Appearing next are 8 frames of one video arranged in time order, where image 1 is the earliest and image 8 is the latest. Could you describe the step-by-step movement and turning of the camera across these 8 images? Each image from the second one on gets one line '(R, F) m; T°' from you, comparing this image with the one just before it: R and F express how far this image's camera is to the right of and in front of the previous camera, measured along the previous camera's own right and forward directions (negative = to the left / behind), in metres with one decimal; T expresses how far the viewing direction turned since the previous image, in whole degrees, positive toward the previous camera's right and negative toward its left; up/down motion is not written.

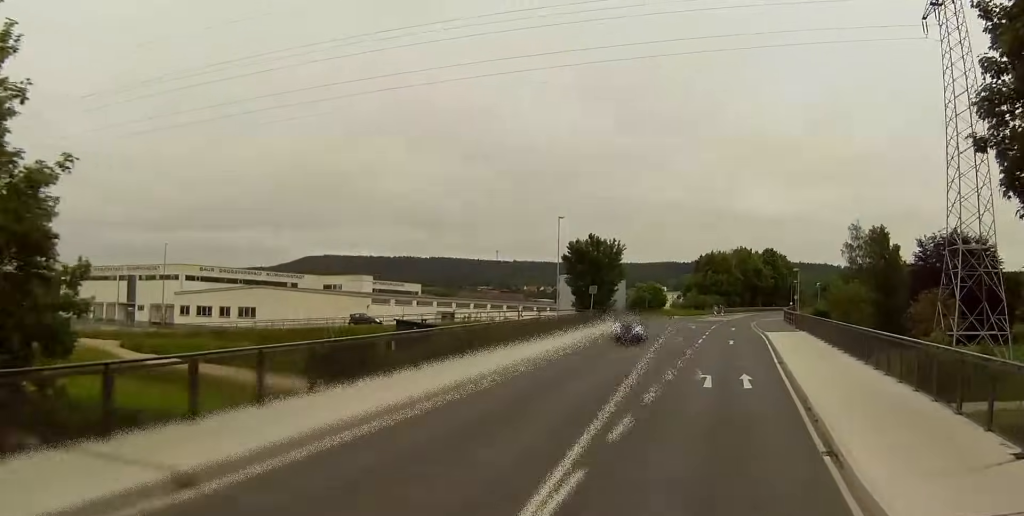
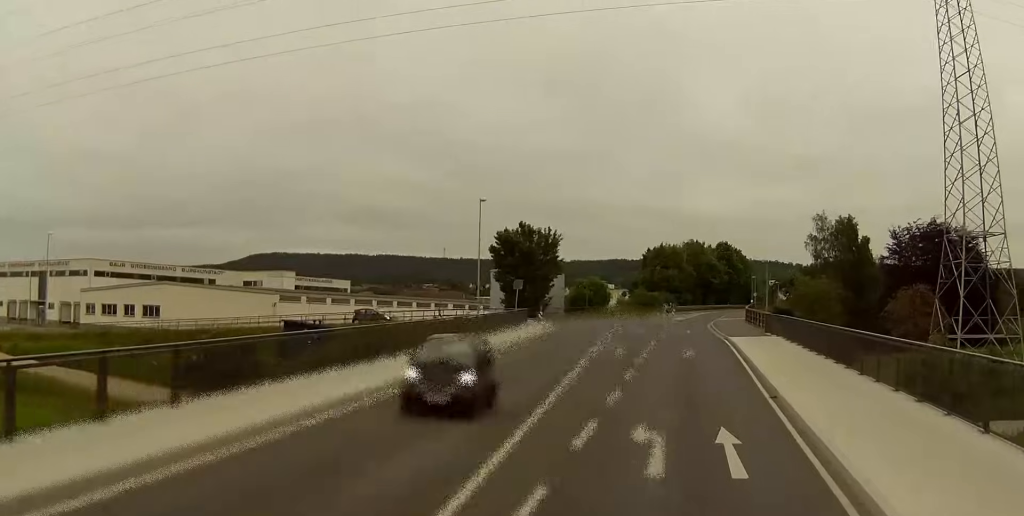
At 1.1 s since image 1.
(+0.3, +12.9) m; +2°
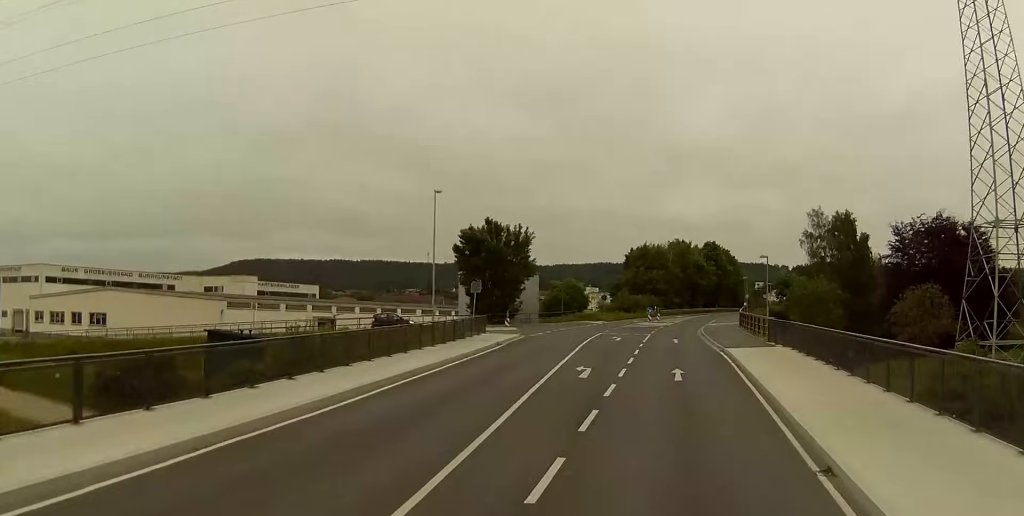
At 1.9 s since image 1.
(+0.2, +10.0) m; +1°
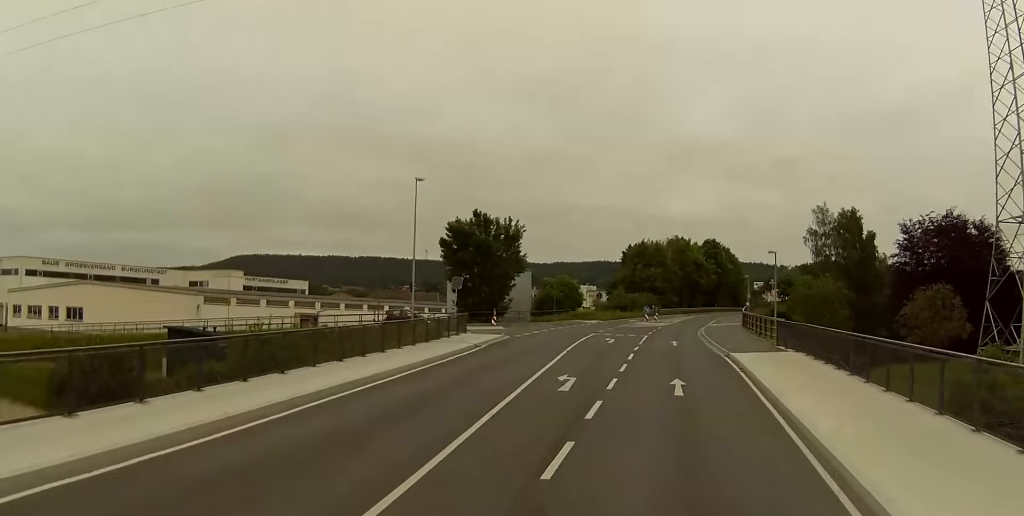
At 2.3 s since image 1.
(0.0, +4.3) m; 0°
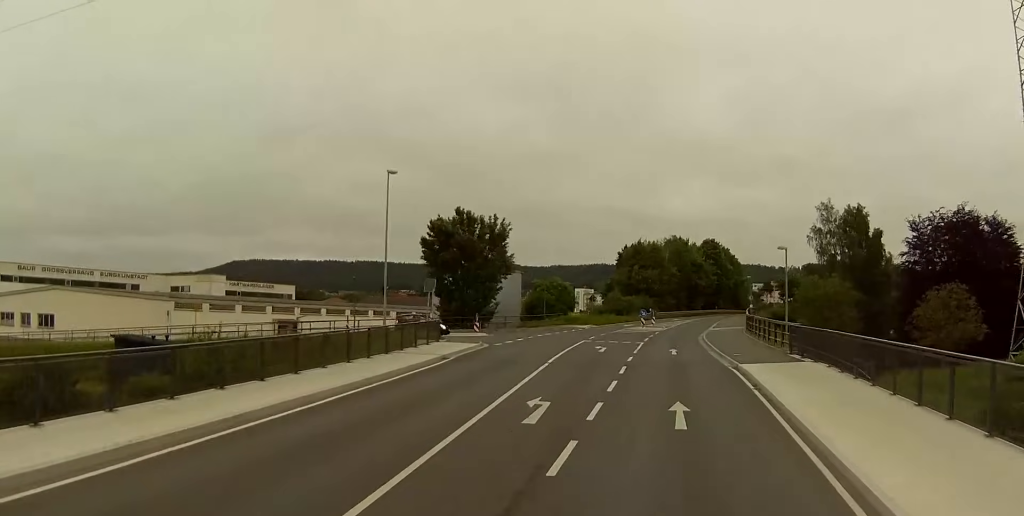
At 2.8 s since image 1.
(0.0, +5.0) m; 0°
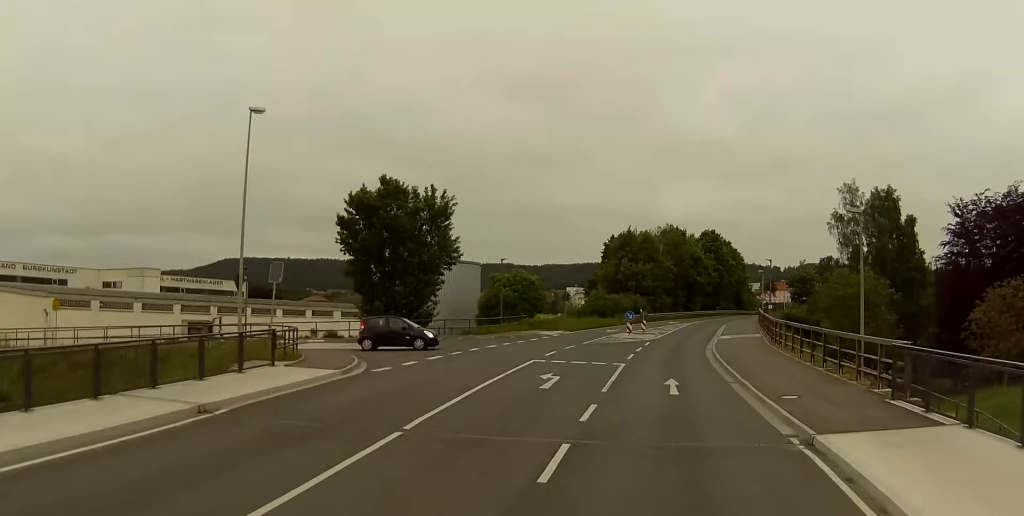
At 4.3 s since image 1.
(+0.3, +16.1) m; +2°
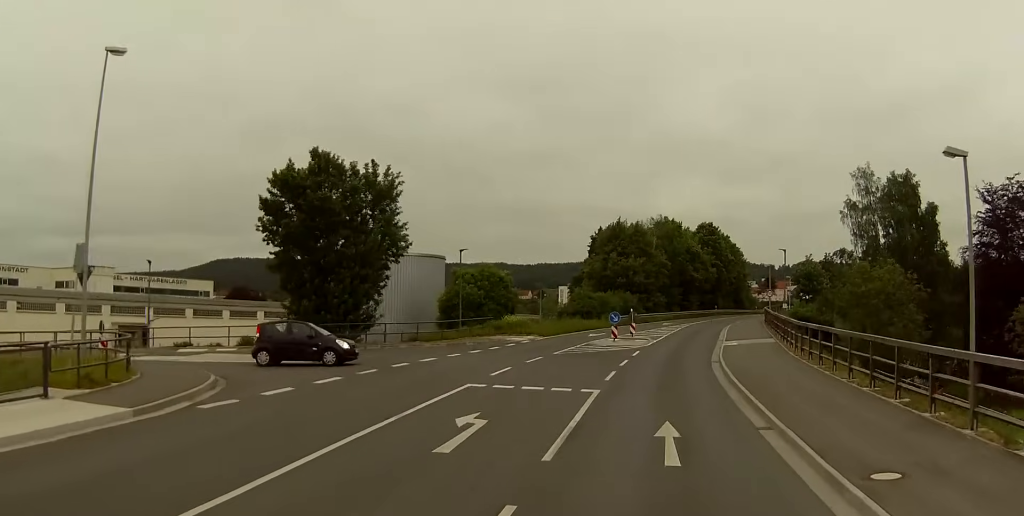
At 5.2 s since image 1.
(+0.1, +9.9) m; 0°
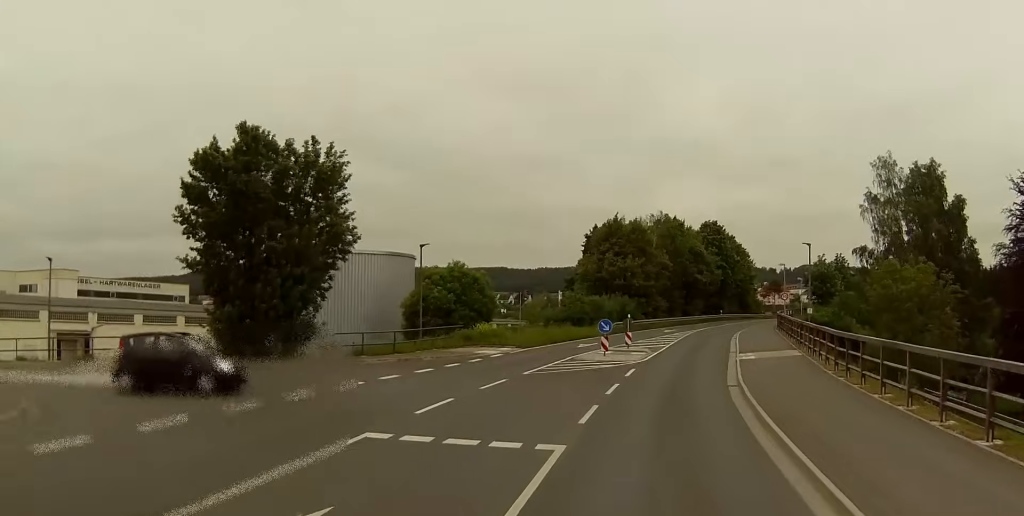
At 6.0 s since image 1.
(0.0, +8.5) m; 0°
